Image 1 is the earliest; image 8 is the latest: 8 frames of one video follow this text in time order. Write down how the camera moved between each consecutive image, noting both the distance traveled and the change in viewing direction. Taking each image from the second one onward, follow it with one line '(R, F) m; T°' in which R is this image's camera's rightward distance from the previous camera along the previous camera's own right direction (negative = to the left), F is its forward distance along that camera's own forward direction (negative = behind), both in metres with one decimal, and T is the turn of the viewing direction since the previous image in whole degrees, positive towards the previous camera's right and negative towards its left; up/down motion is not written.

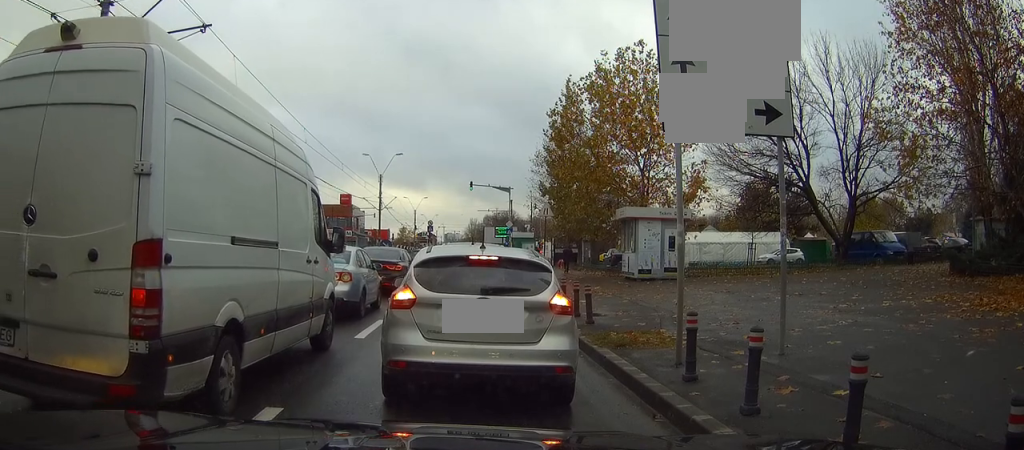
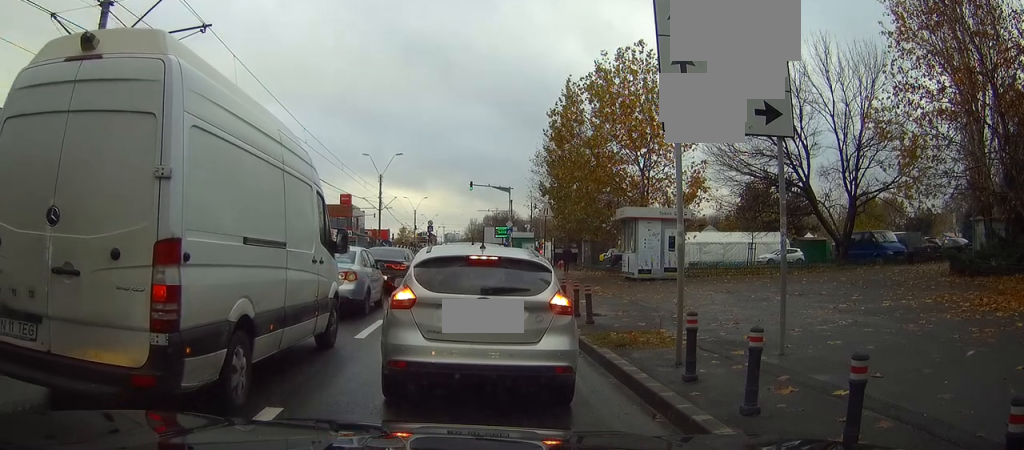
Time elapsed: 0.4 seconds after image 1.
(0.0, 0.0) m; 0°
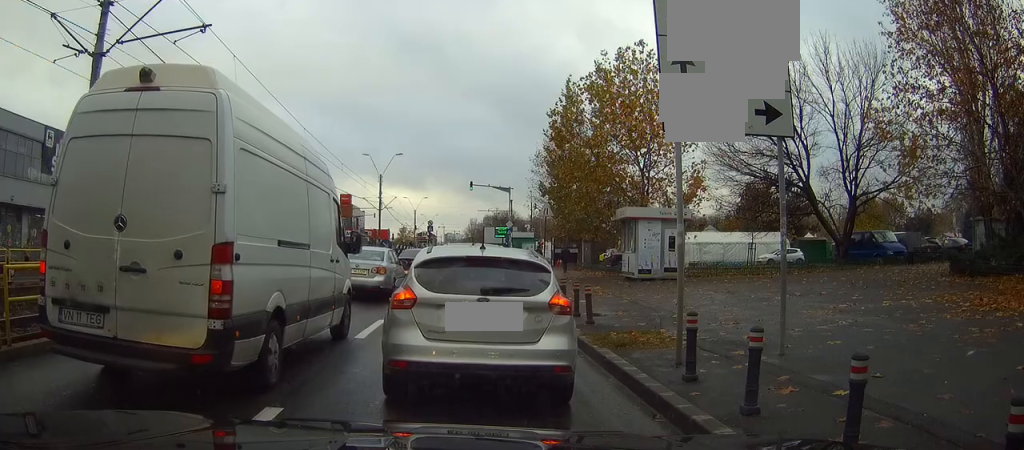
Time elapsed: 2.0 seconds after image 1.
(0.0, 0.0) m; 0°
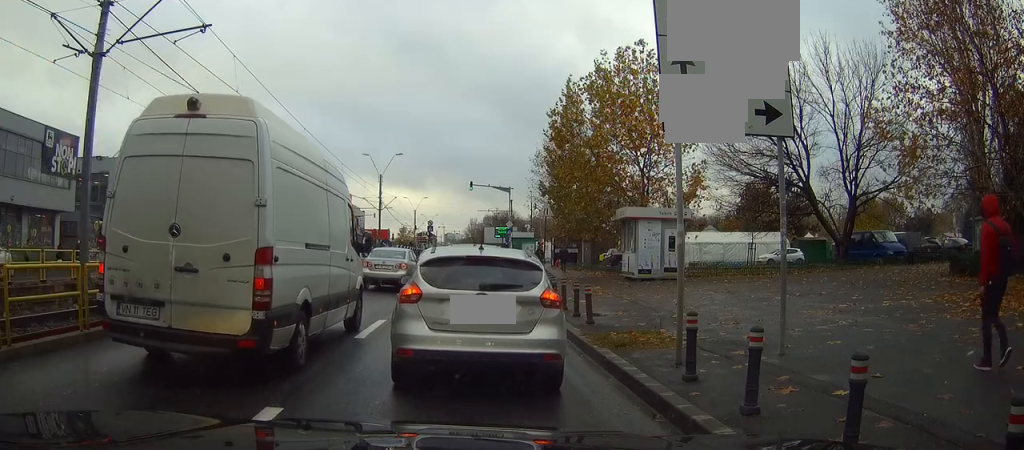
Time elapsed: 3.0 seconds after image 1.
(0.0, +0.3) m; 0°
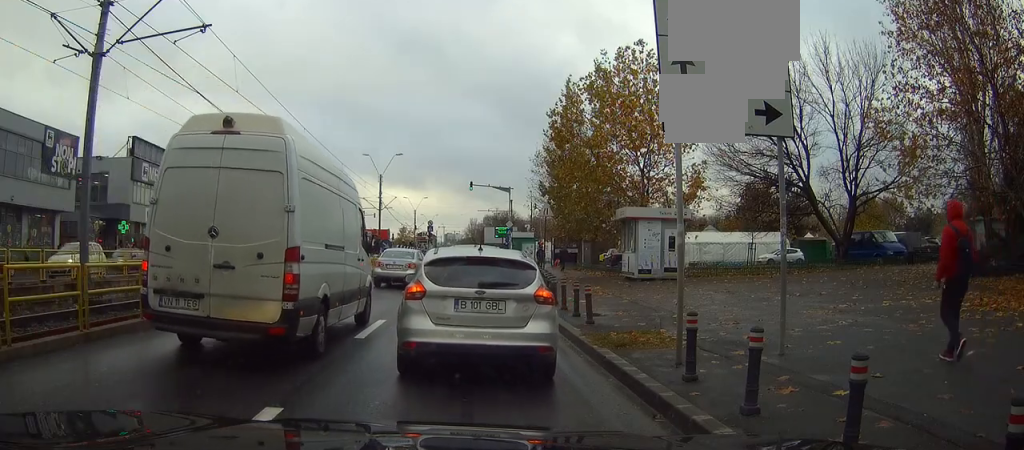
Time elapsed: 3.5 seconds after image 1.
(0.0, 0.0) m; 0°
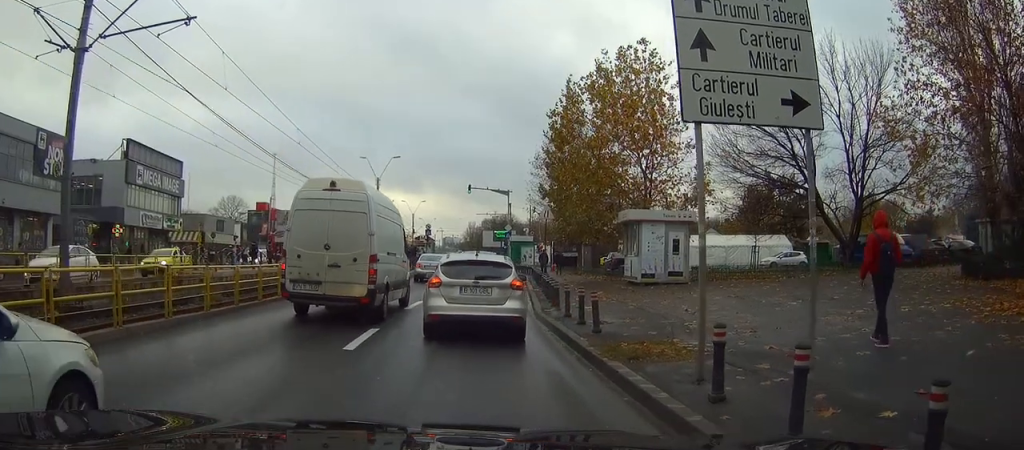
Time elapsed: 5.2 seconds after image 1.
(0.0, +0.6) m; 0°
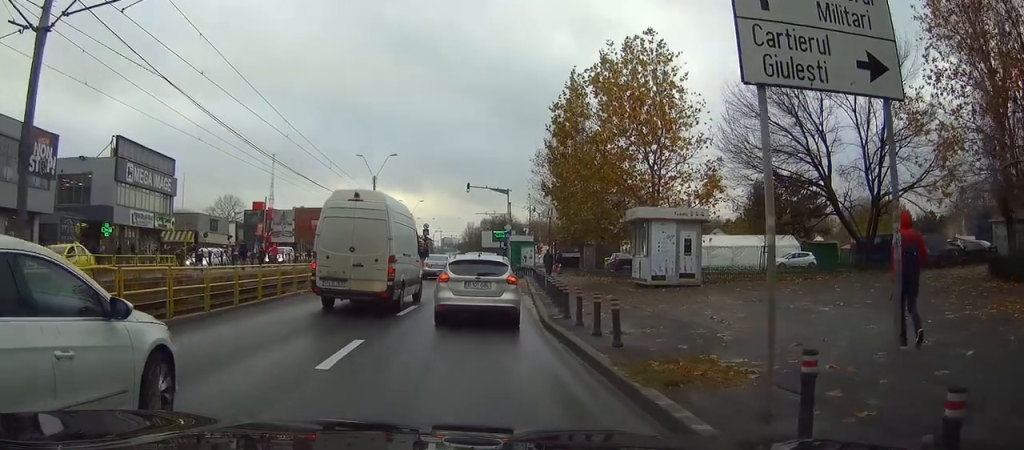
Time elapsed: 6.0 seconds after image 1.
(-0.1, +0.9) m; -5°
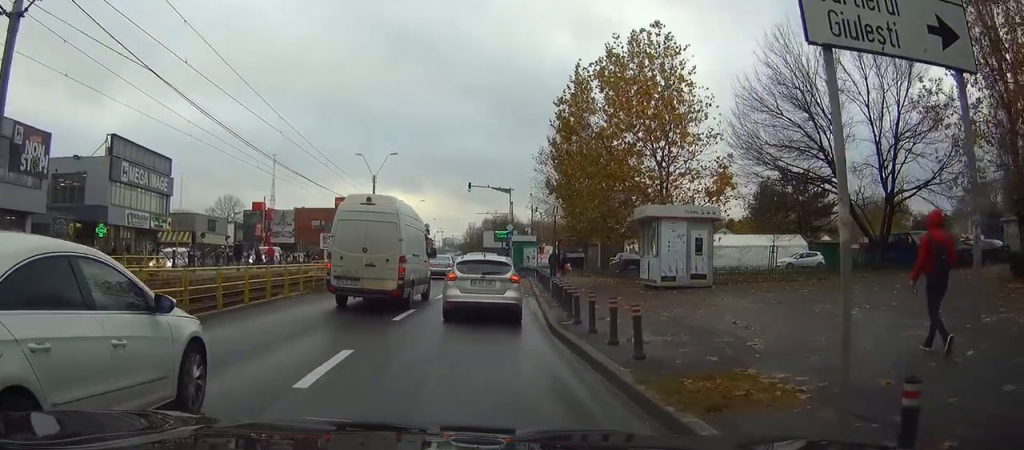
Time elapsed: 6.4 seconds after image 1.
(0.0, +0.6) m; -3°
